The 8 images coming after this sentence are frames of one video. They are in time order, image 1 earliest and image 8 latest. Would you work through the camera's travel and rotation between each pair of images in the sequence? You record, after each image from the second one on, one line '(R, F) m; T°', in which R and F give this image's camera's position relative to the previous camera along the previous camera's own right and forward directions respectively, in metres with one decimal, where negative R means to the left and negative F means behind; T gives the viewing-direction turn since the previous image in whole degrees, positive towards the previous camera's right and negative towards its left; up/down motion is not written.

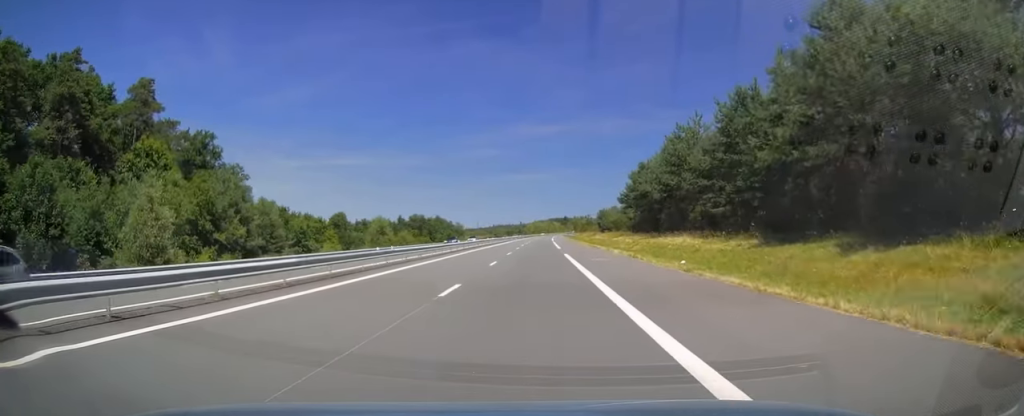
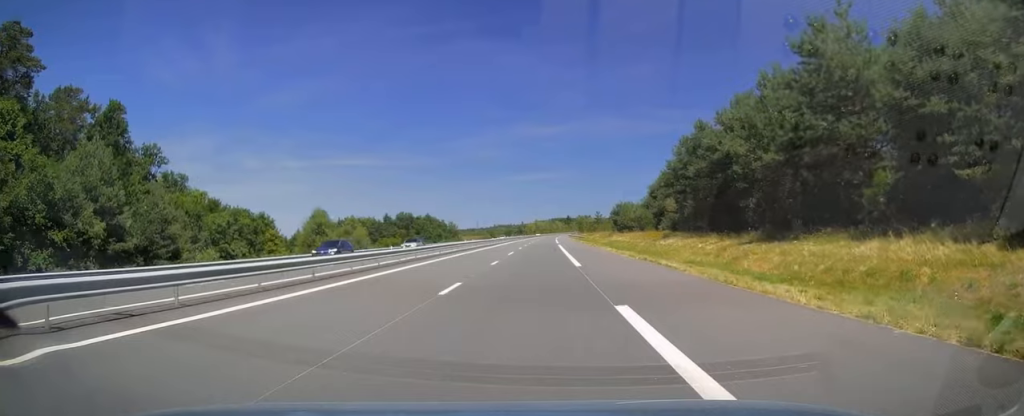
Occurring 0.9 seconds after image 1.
(+0.1, +25.6) m; 0°
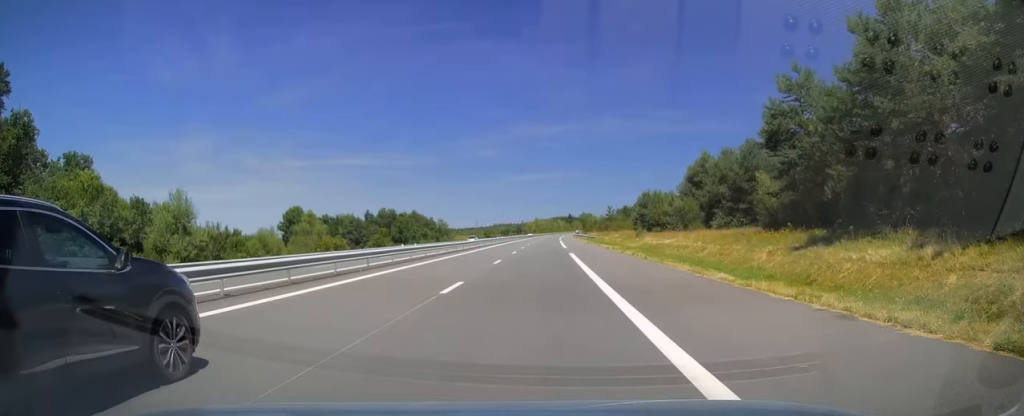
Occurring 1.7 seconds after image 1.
(-0.1, +26.1) m; 0°
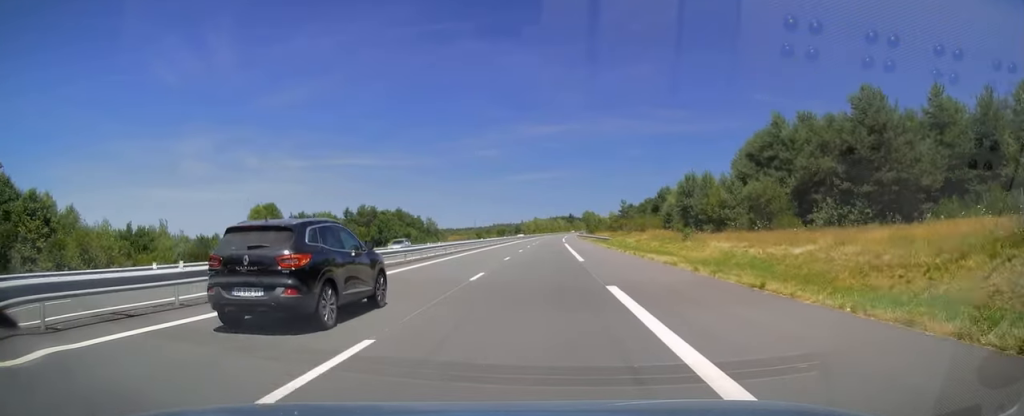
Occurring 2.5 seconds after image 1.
(-0.1, +22.2) m; 0°
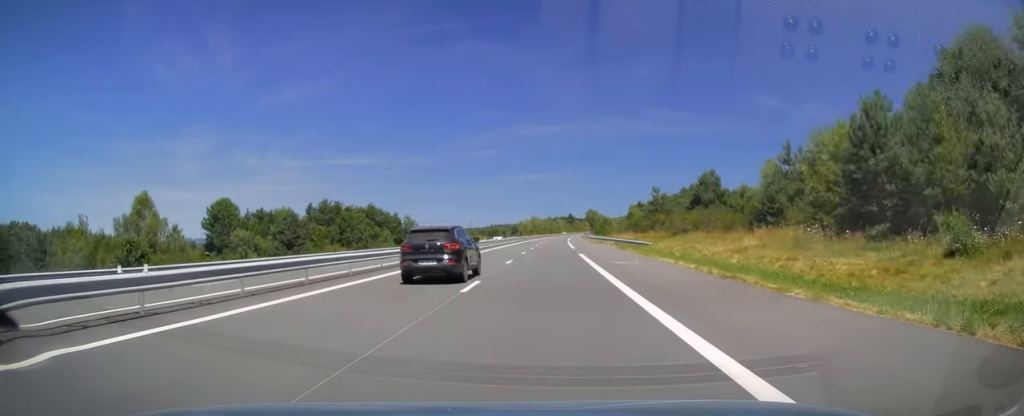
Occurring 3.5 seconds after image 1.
(0.0, +29.6) m; 0°
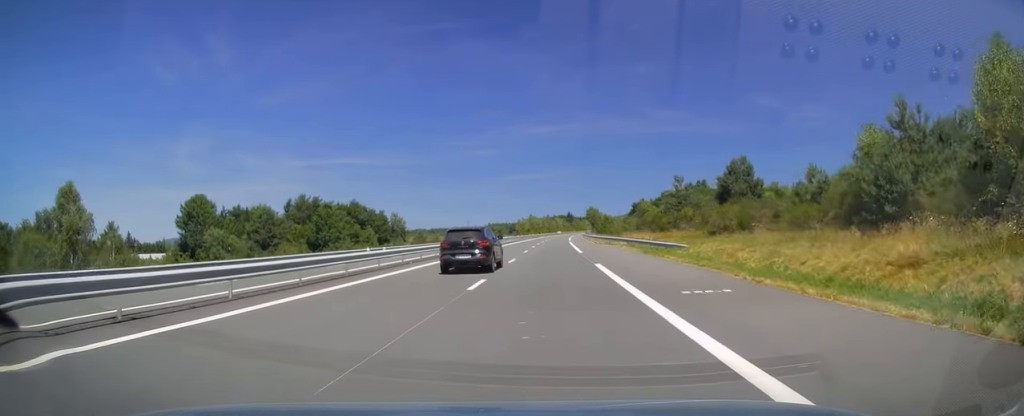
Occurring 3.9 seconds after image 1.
(0.0, +12.8) m; 0°
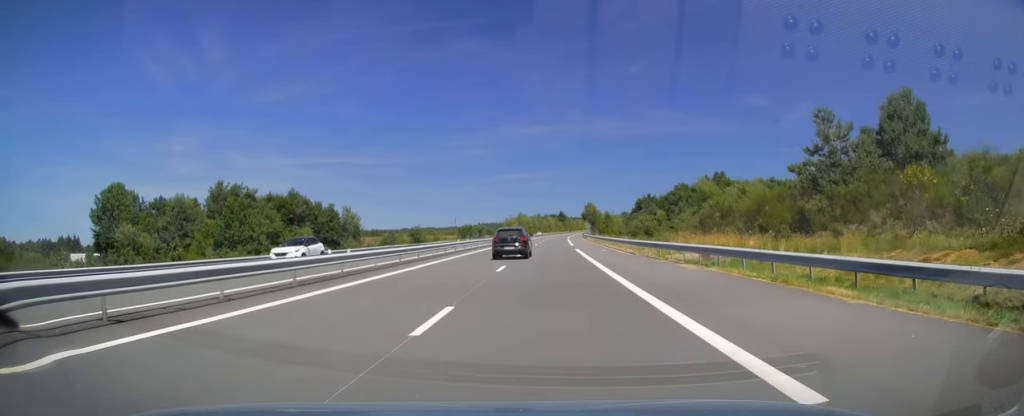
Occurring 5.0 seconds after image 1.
(+0.1, +32.6) m; 0°
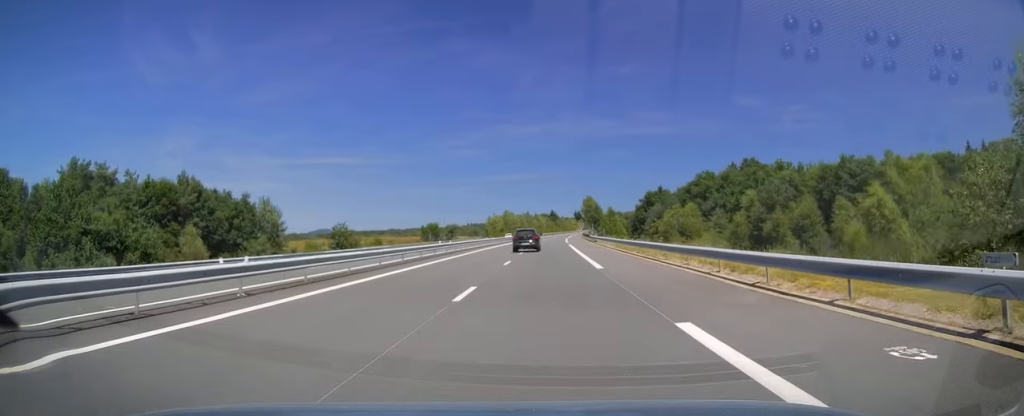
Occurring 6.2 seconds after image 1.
(+0.2, +35.1) m; +1°
